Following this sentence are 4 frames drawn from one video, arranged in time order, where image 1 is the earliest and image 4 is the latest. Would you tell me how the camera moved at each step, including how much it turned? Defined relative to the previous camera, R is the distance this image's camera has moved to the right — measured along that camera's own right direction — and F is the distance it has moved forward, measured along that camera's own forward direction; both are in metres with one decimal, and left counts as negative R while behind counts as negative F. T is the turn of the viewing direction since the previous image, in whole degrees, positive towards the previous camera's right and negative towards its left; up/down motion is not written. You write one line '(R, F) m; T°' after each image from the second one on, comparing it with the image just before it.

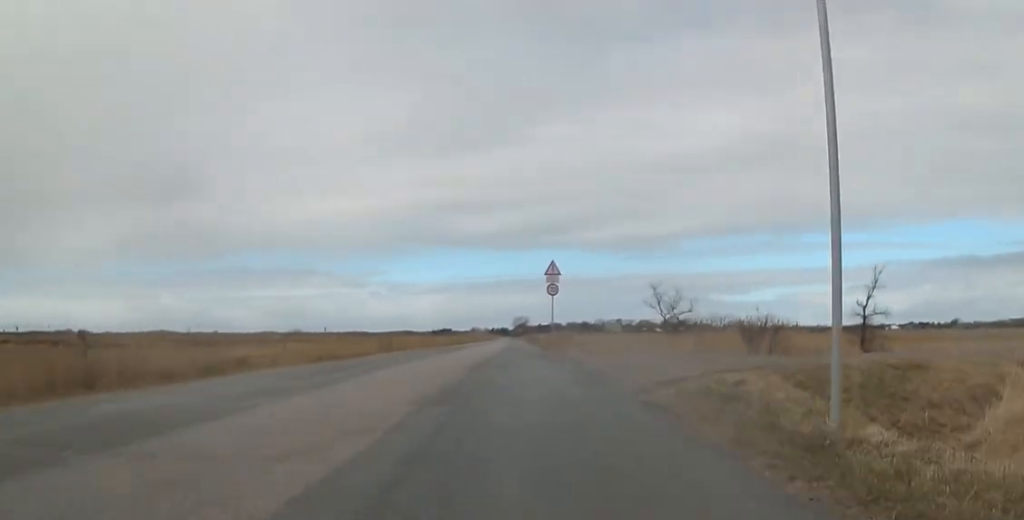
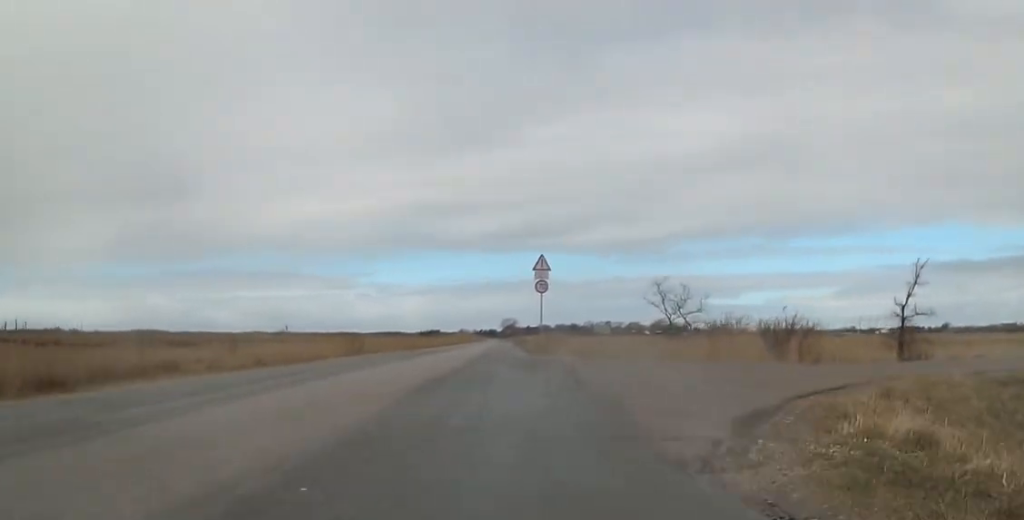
(-0.3, +4.7) m; -1°
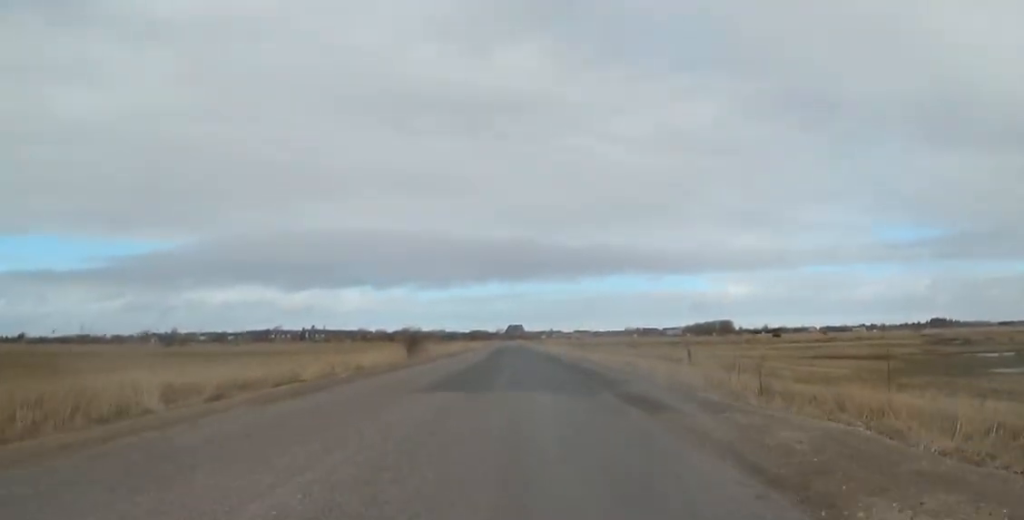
(+2.3, +29.5) m; +1°
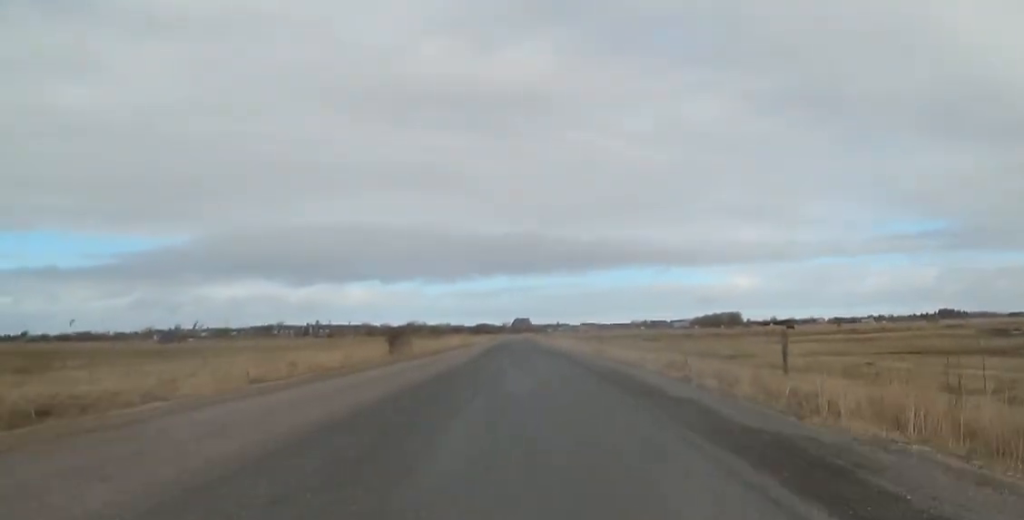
(+0.4, +9.3) m; +5°
